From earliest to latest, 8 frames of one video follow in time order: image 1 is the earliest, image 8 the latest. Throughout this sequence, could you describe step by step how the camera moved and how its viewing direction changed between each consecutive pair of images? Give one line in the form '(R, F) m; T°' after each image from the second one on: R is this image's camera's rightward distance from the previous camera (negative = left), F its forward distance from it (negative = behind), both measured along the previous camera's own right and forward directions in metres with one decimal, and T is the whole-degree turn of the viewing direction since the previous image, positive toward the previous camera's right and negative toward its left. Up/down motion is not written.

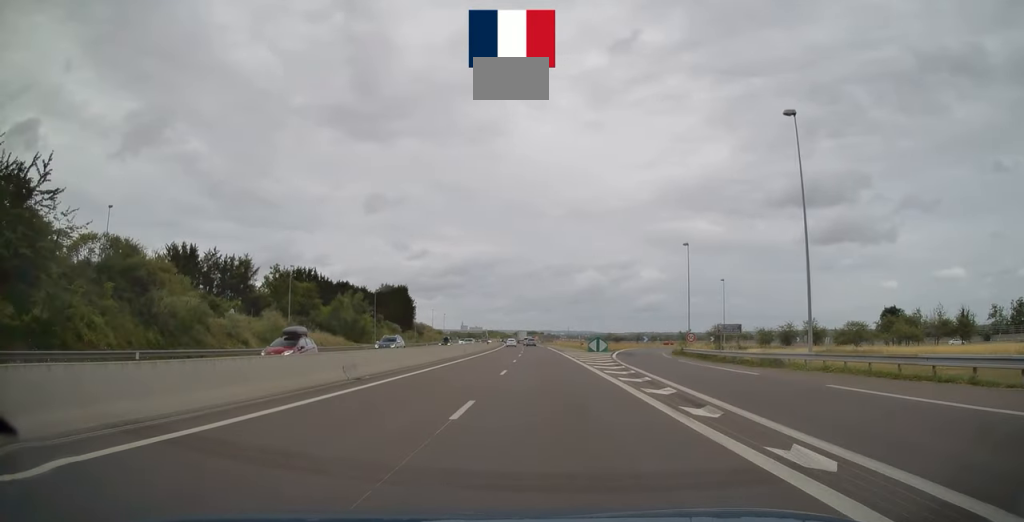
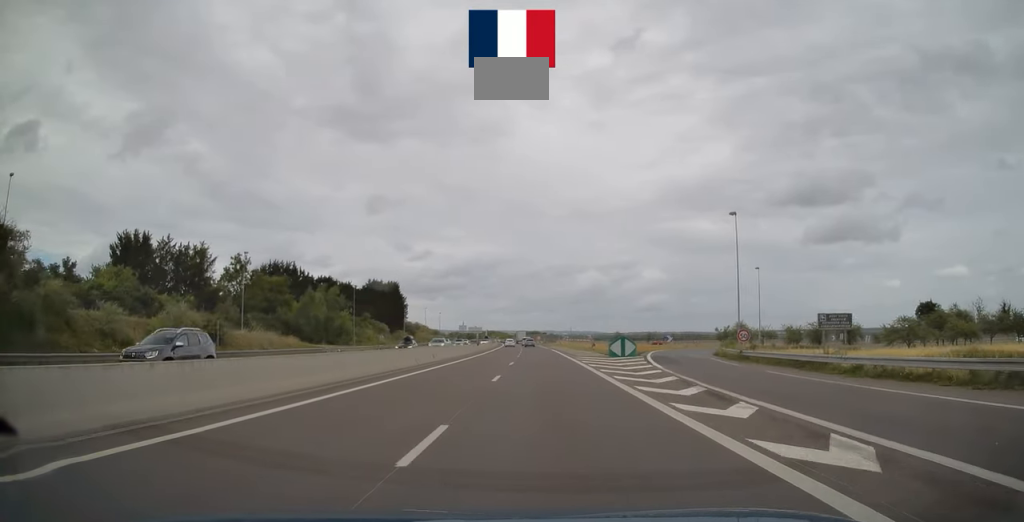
(0.0, +16.7) m; 0°
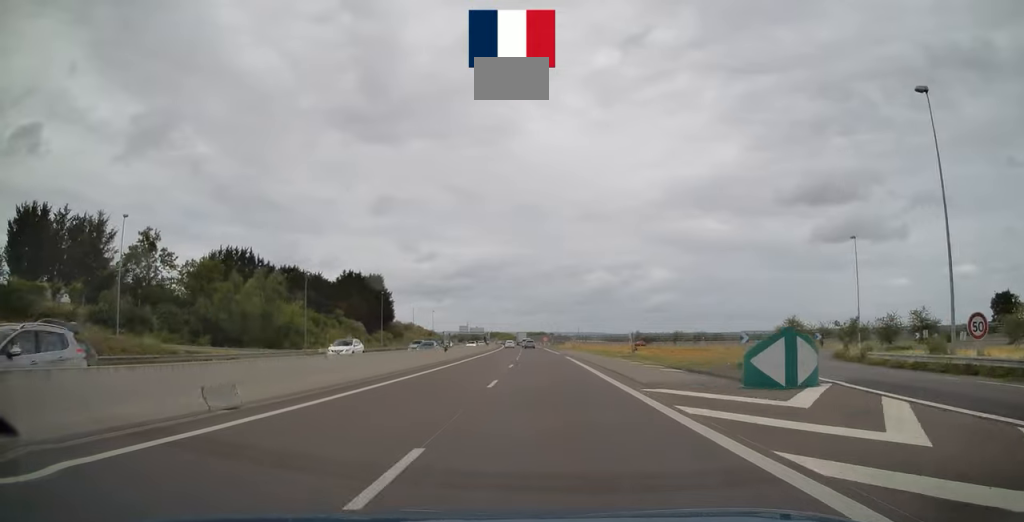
(-0.2, +28.1) m; 0°
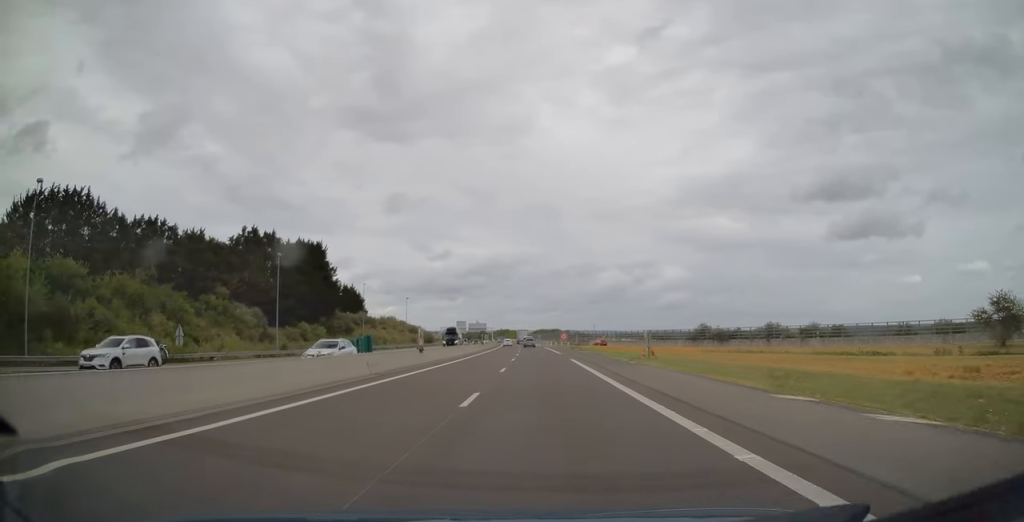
(-0.4, +57.8) m; -1°
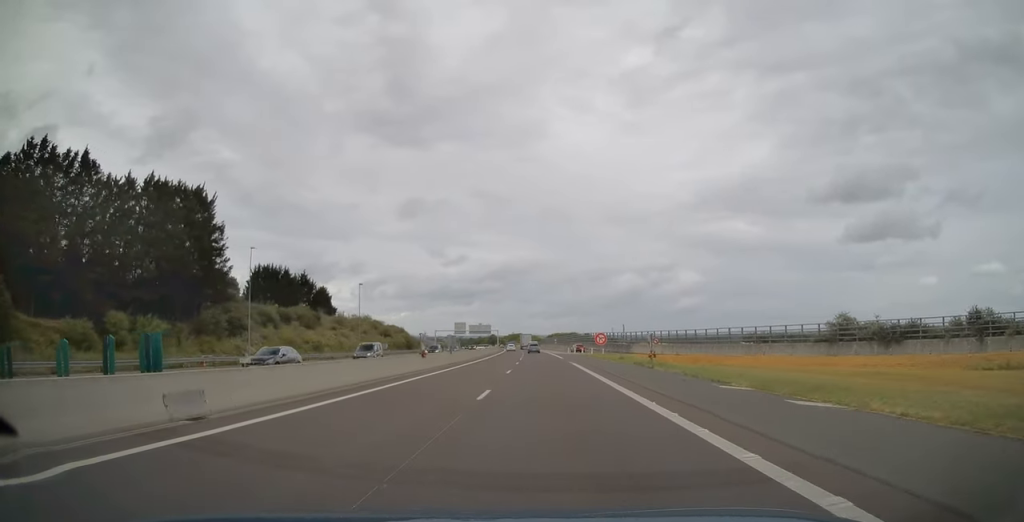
(-0.5, +49.3) m; -1°
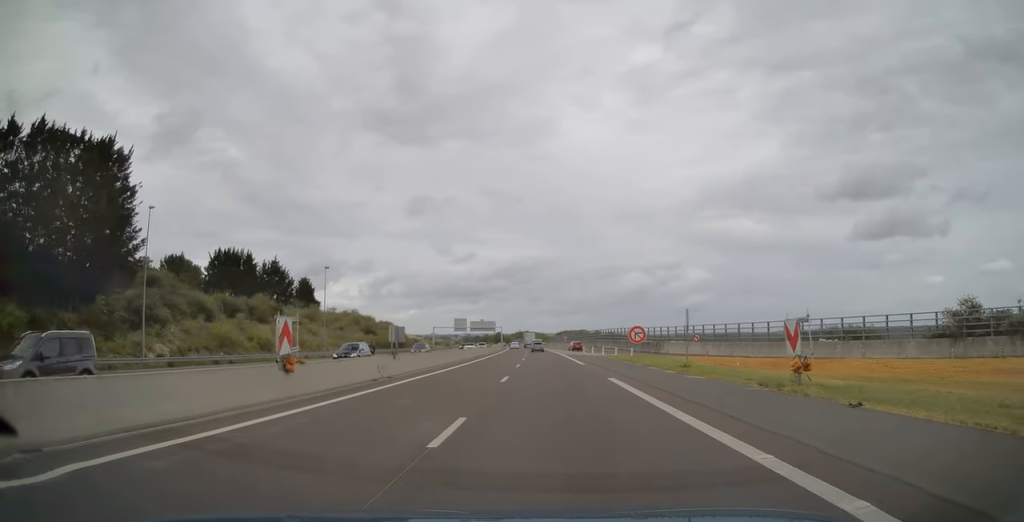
(-0.2, +19.7) m; -1°
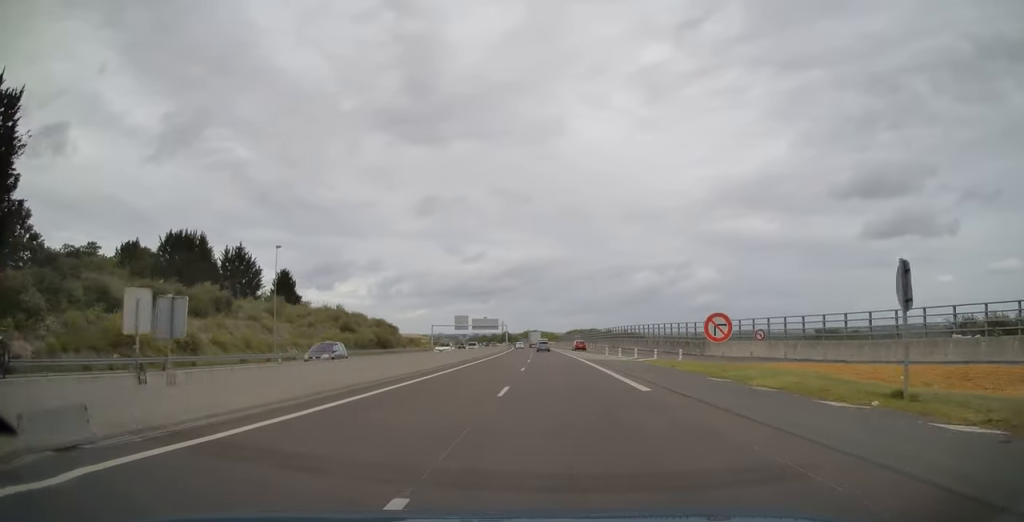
(0.0, +18.1) m; -1°
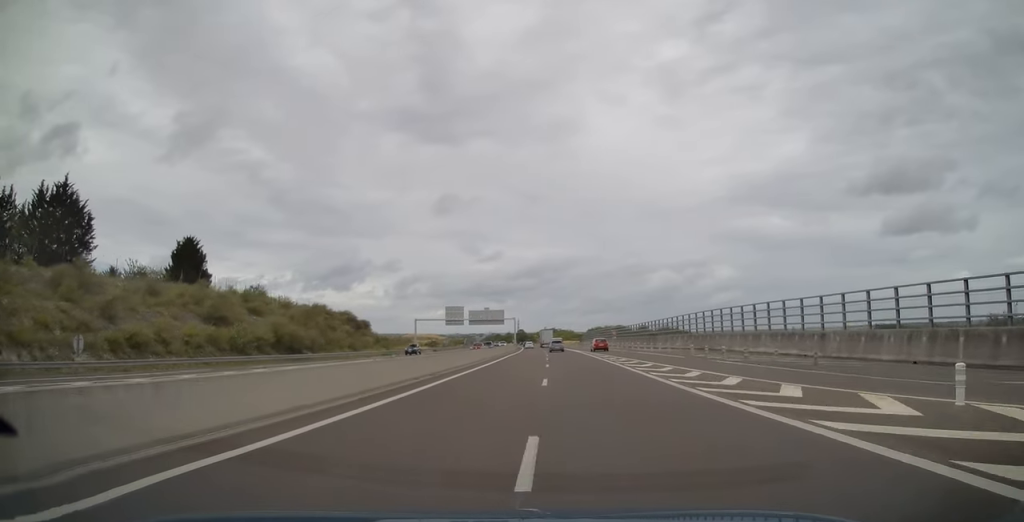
(-0.7, +48.2) m; -2°
